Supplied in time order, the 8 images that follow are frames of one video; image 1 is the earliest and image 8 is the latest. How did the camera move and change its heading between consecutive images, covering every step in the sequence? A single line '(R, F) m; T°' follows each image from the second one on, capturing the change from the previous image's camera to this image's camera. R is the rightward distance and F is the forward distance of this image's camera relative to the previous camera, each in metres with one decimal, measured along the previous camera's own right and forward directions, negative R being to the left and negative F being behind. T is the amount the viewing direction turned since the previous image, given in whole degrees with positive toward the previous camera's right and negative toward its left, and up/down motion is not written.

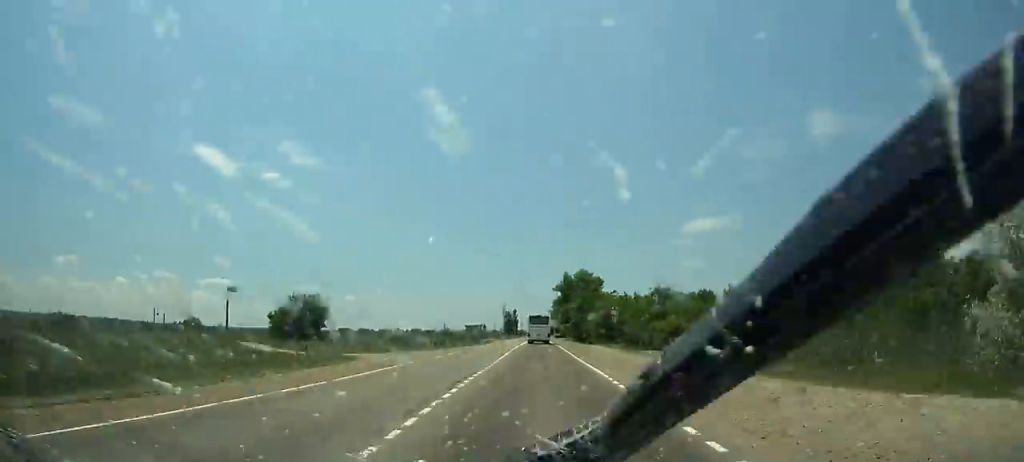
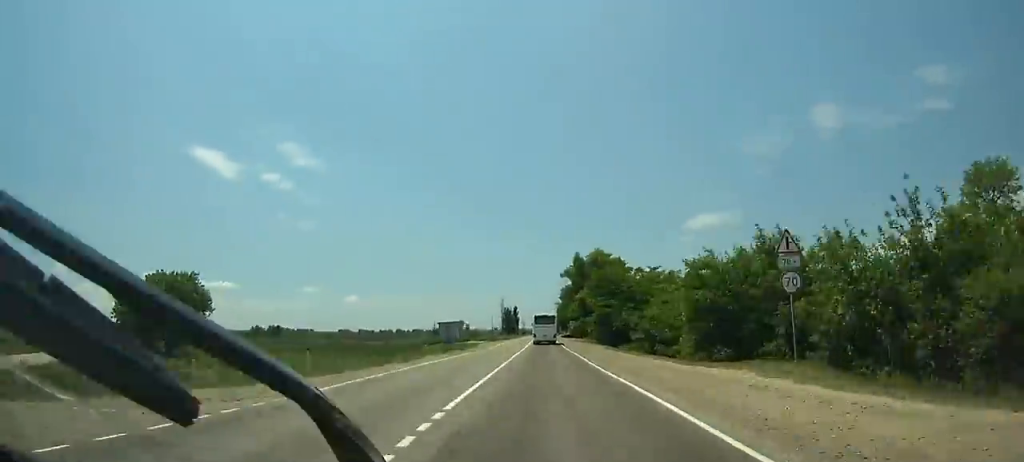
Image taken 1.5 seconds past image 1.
(-0.3, +36.2) m; 0°
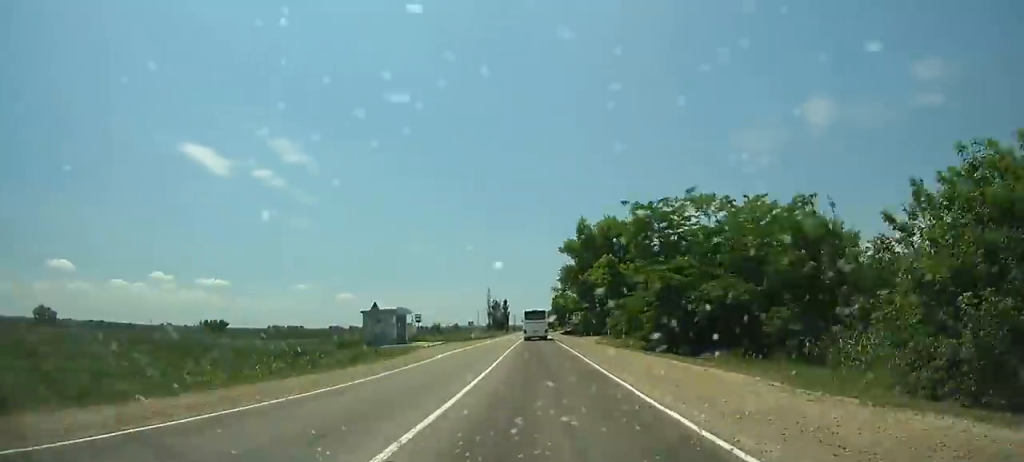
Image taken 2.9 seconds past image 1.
(-0.2, +33.9) m; 0°
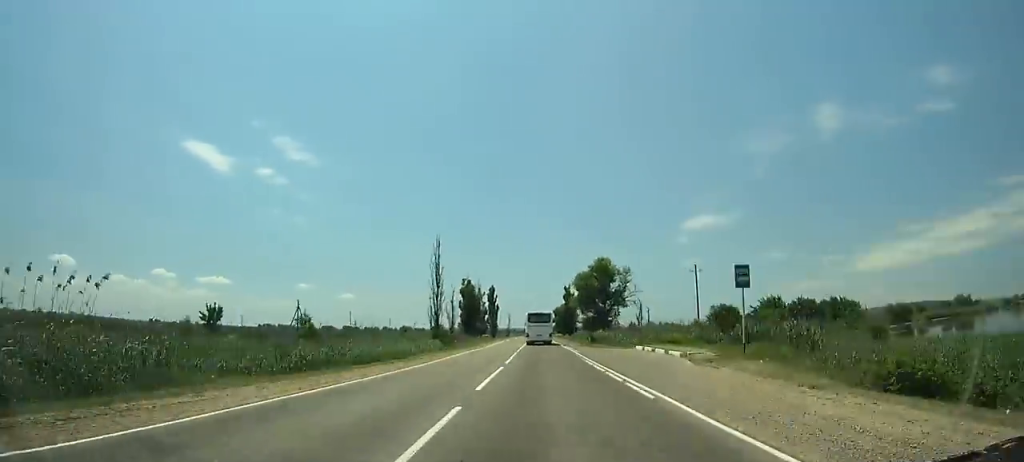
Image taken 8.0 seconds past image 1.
(+0.4, +118.7) m; 0°
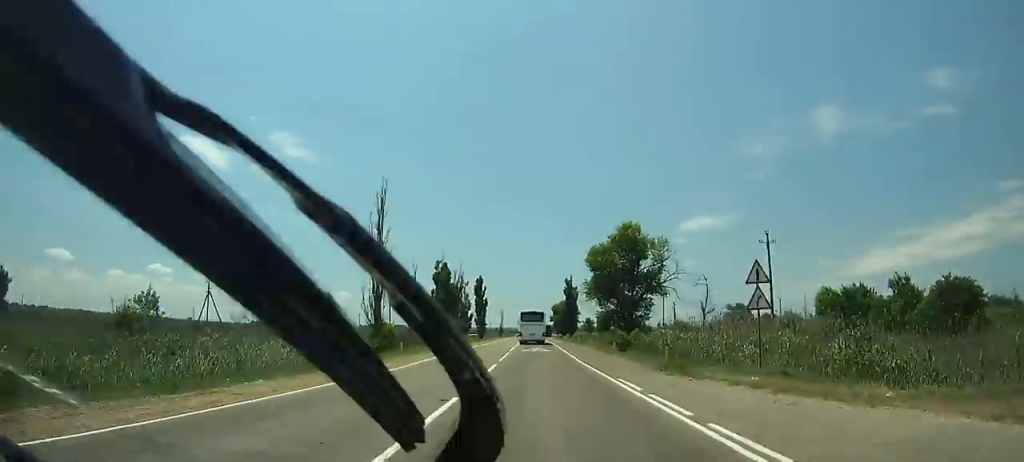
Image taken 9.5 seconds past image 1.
(0.0, +34.2) m; 0°
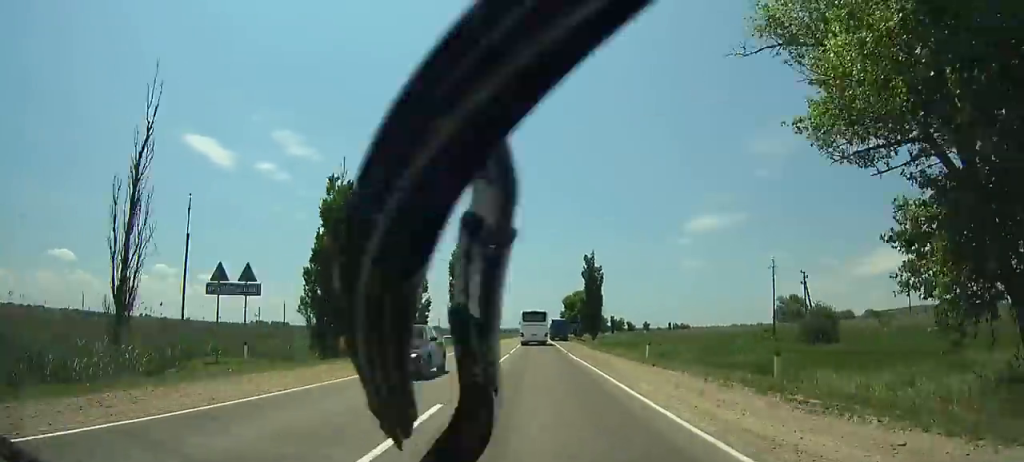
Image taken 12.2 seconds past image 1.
(0.0, +60.8) m; -1°
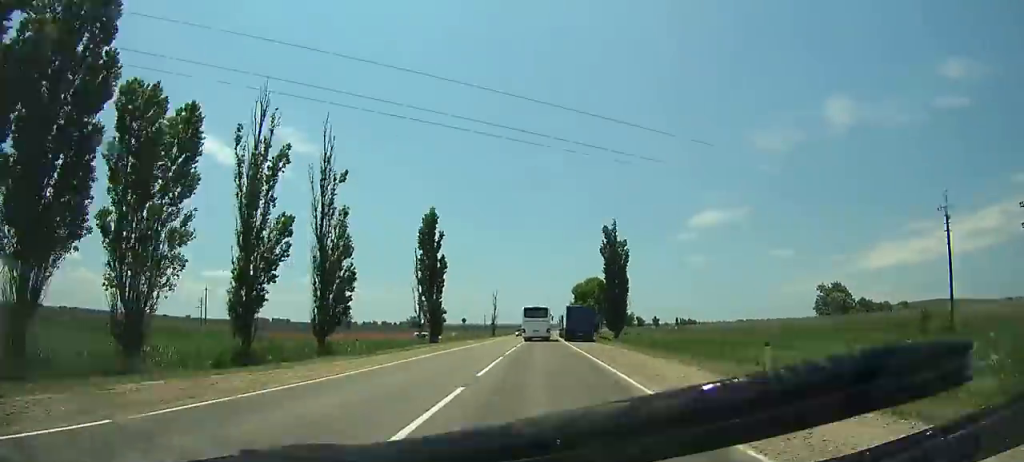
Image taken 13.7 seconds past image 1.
(-0.4, +33.4) m; 0°
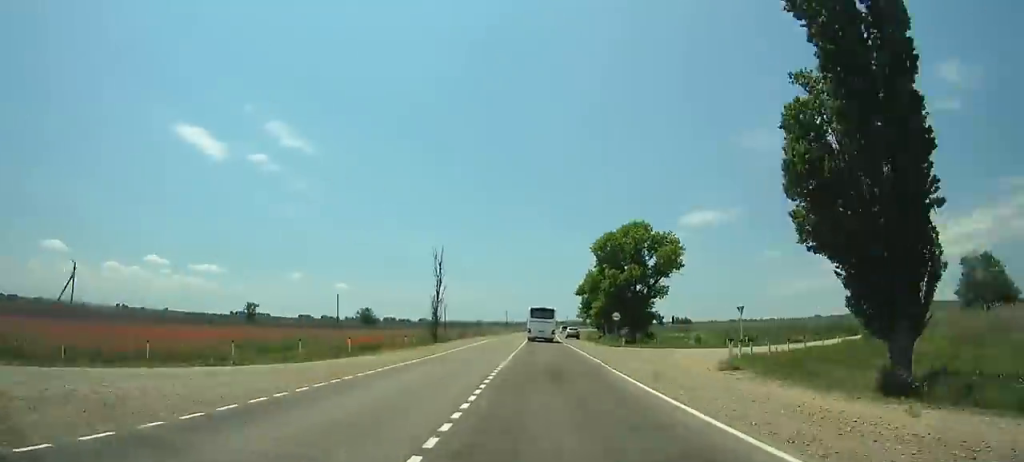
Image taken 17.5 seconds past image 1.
(+0.1, +84.1) m; +1°
